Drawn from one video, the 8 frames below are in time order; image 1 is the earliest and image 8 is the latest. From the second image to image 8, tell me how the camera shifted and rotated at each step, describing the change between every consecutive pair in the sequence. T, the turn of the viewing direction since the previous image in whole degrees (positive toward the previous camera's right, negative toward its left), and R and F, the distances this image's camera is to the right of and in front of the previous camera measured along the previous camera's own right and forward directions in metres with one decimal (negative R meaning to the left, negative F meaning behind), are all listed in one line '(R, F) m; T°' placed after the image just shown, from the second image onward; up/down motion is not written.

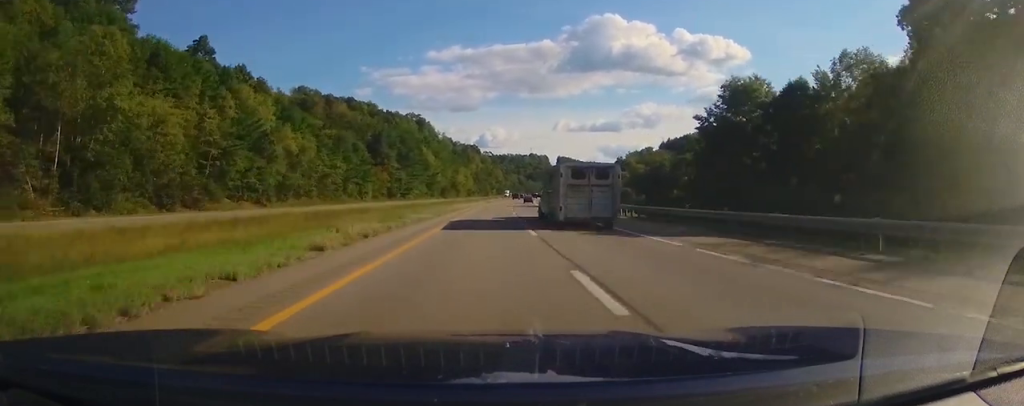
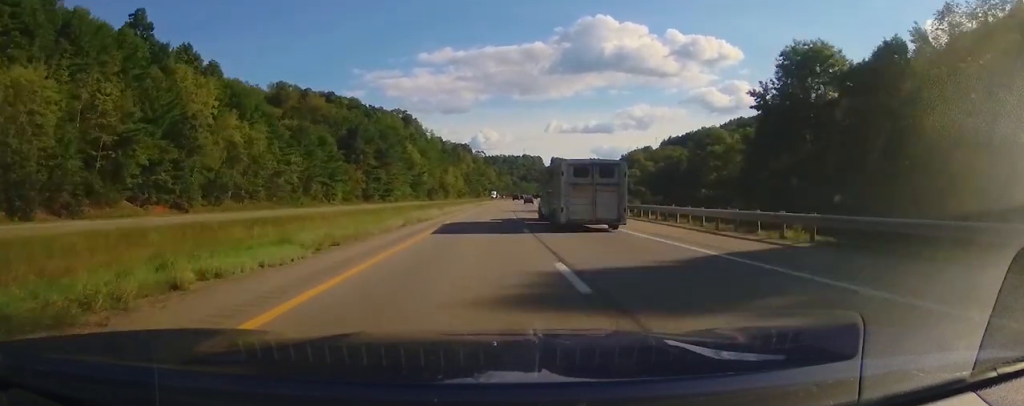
(0.0, +23.8) m; +1°
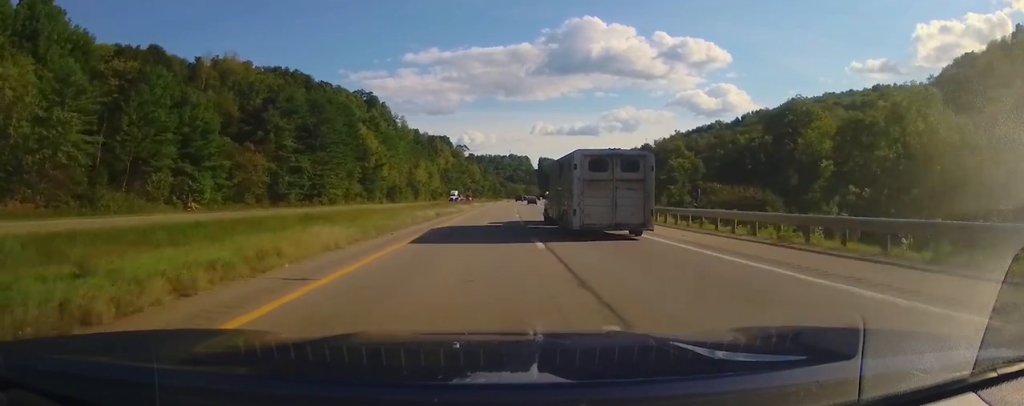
(+1.1, +55.1) m; +2°
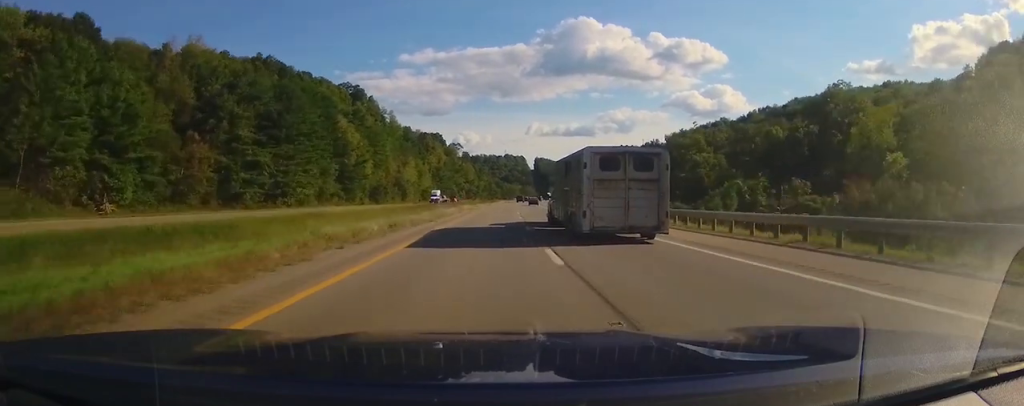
(+0.1, +16.8) m; +1°
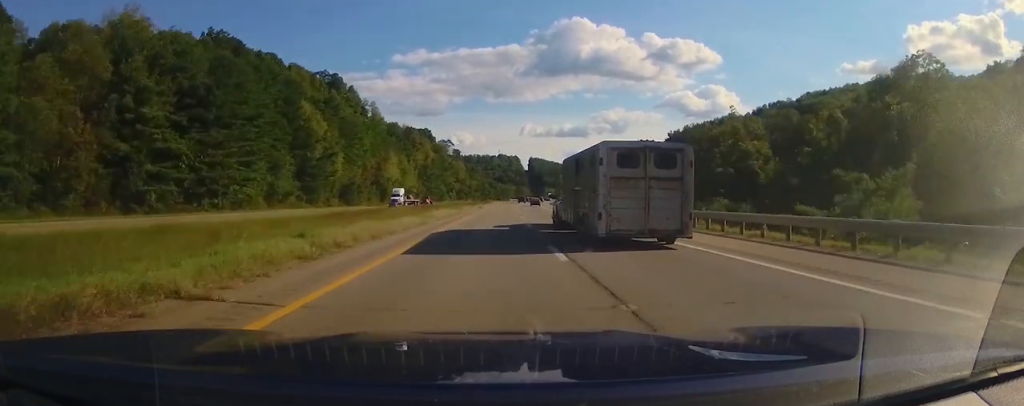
(-0.2, +23.4) m; +1°
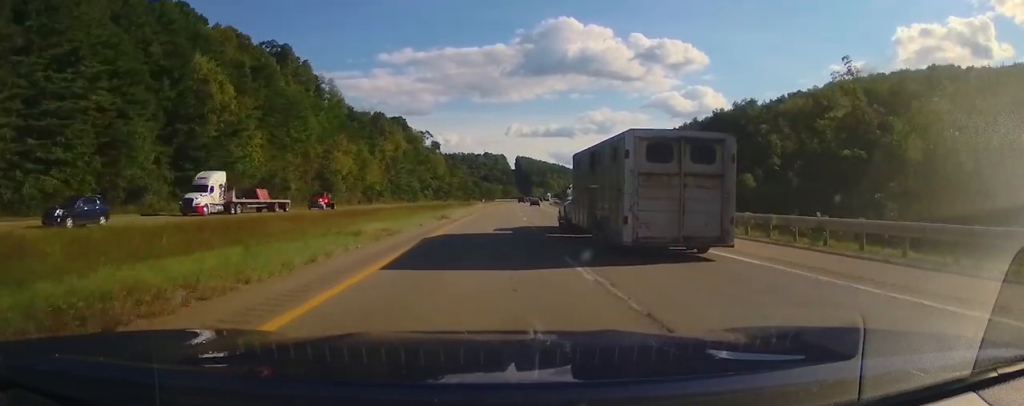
(+1.0, +40.1) m; +2°
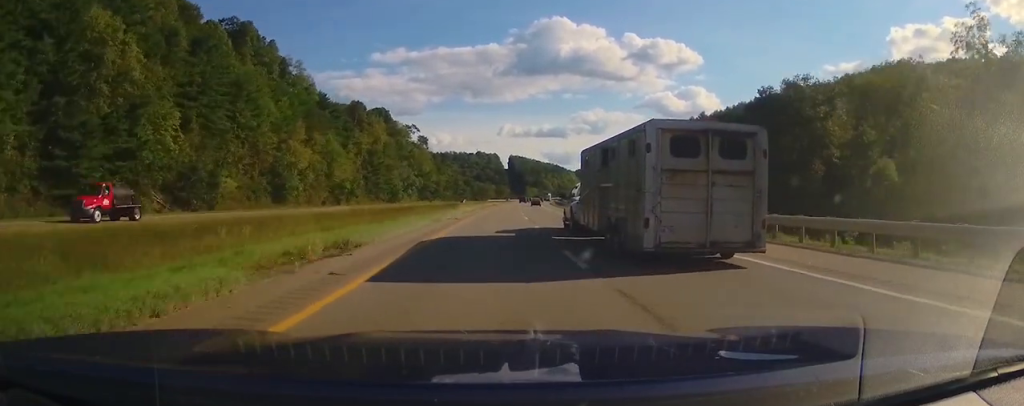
(-0.1, +23.4) m; 0°
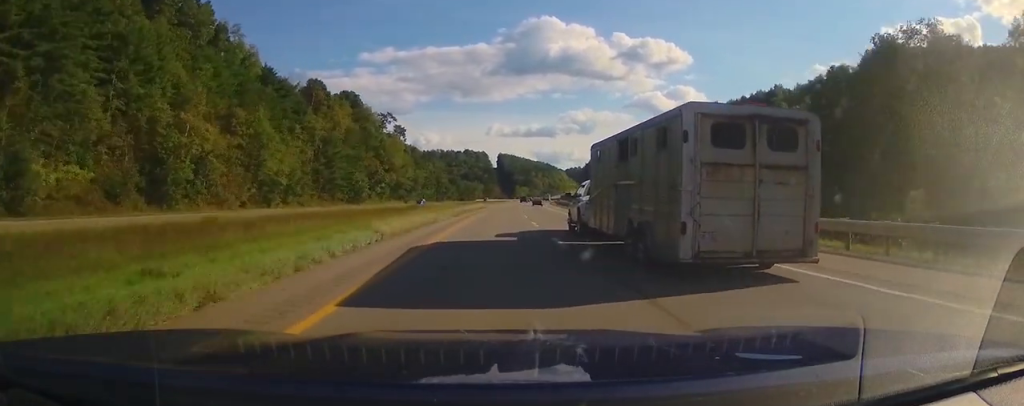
(+0.4, +33.5) m; +1°
